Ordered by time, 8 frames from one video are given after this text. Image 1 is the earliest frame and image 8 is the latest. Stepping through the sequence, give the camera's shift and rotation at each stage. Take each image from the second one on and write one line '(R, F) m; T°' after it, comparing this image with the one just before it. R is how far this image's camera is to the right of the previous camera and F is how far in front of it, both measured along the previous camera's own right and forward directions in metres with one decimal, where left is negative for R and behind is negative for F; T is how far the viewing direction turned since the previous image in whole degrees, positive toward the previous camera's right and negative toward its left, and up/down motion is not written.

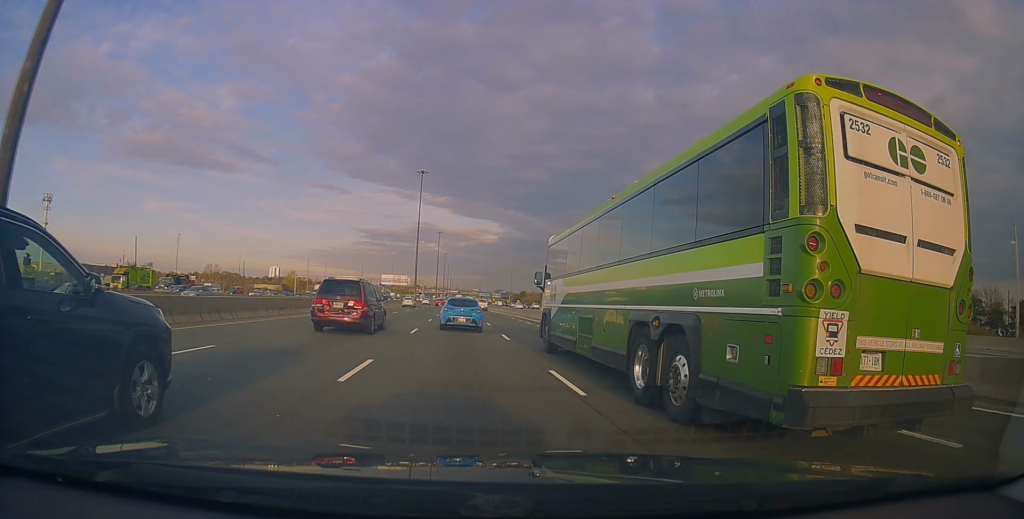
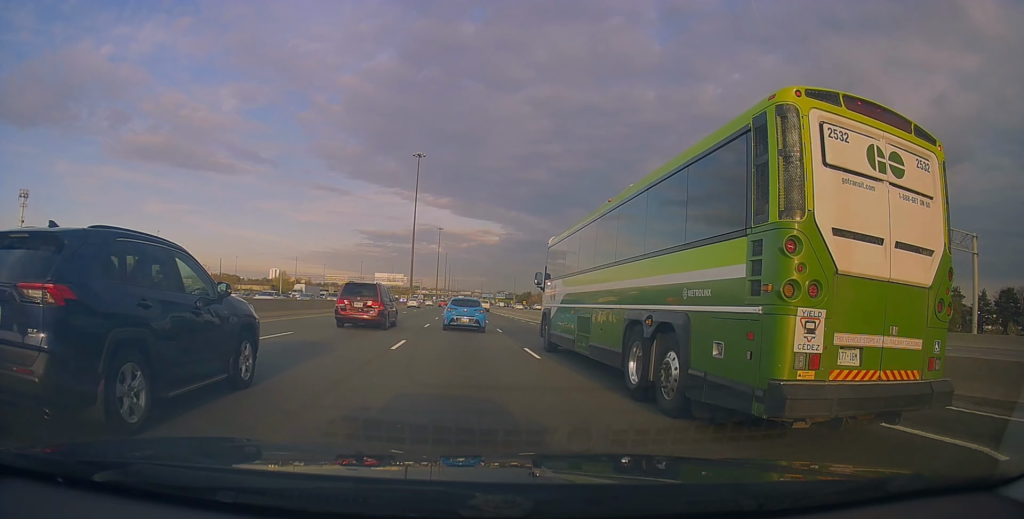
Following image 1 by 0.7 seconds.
(+0.2, +19.0) m; 0°
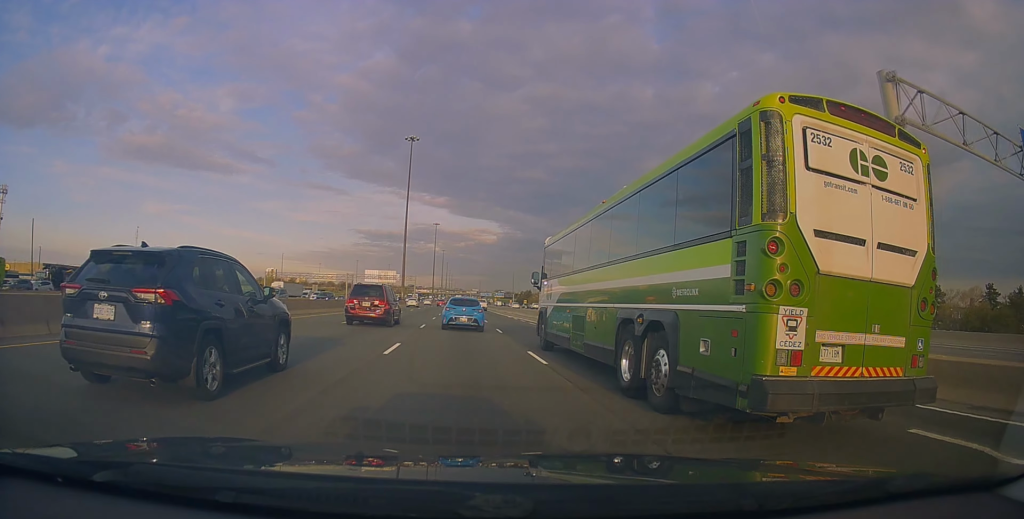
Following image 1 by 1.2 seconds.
(-0.3, +14.0) m; 0°
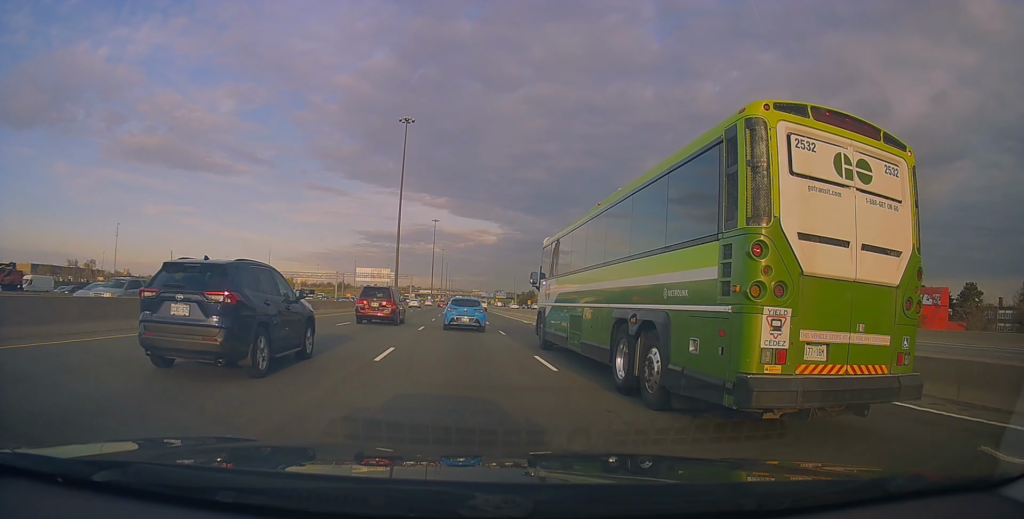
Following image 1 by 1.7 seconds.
(-0.1, +13.1) m; 0°
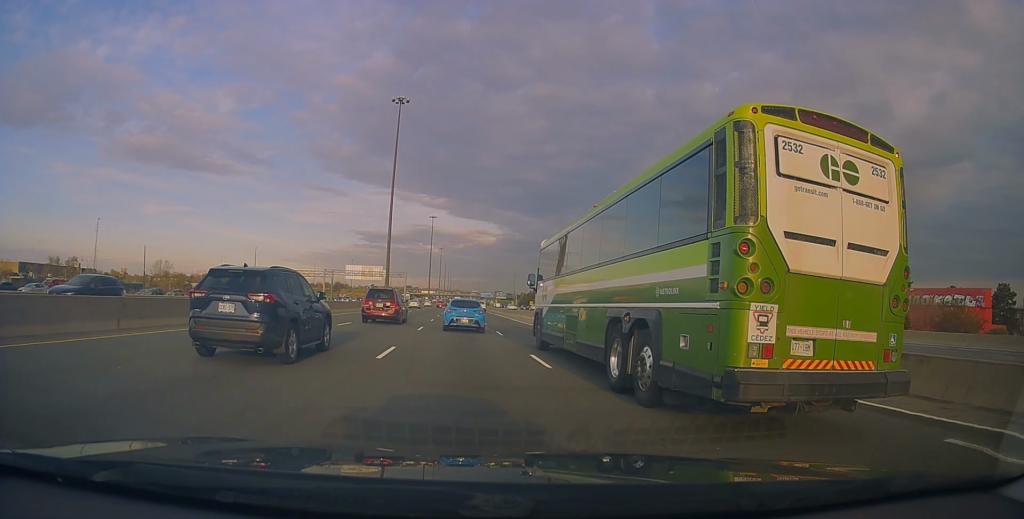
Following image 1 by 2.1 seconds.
(+0.3, +12.1) m; 0°
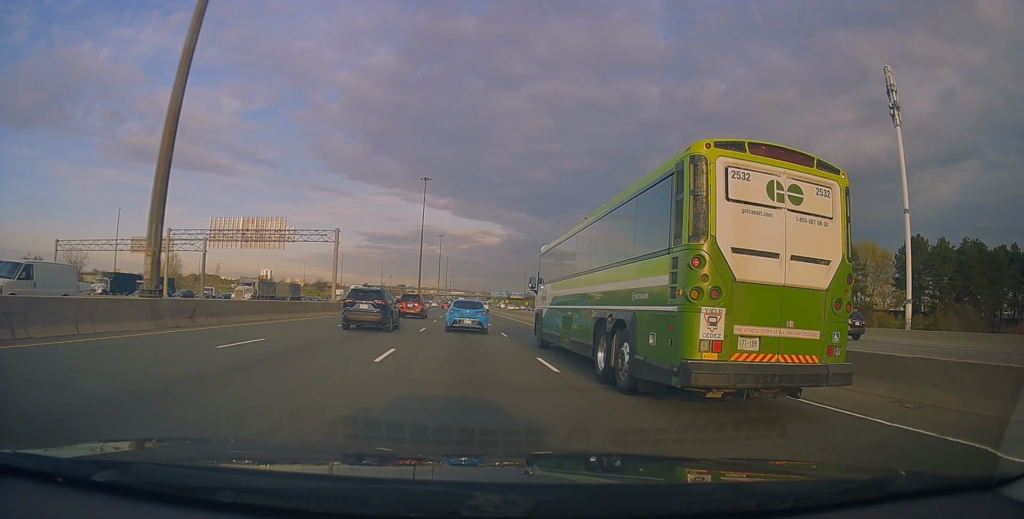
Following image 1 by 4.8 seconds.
(-0.8, +72.9) m; -1°
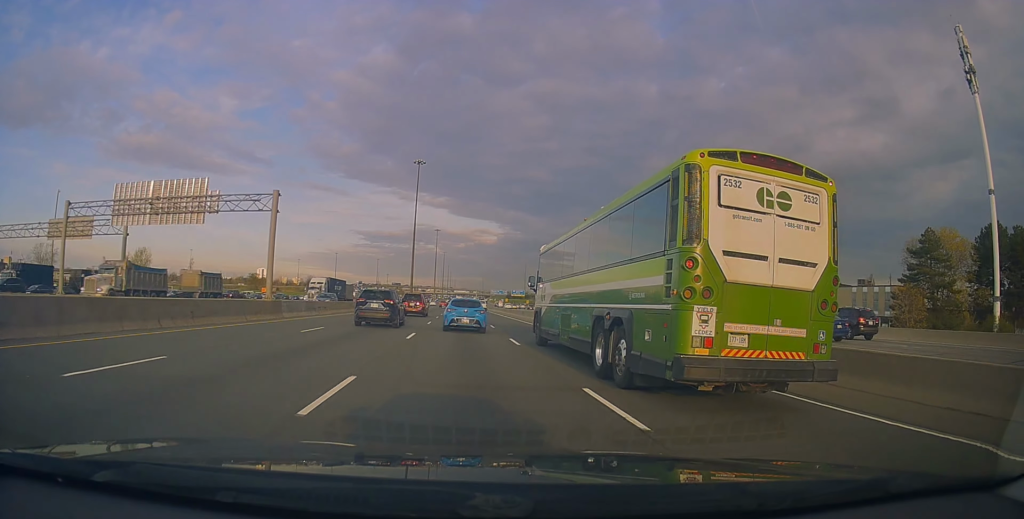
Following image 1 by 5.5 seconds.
(0.0, +16.8) m; 0°
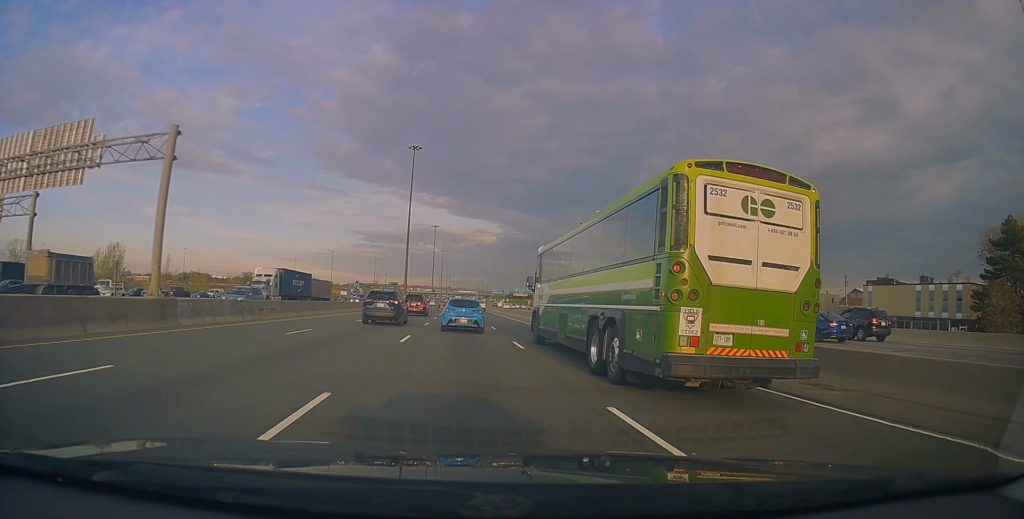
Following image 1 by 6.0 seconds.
(0.0, +14.2) m; +1°
